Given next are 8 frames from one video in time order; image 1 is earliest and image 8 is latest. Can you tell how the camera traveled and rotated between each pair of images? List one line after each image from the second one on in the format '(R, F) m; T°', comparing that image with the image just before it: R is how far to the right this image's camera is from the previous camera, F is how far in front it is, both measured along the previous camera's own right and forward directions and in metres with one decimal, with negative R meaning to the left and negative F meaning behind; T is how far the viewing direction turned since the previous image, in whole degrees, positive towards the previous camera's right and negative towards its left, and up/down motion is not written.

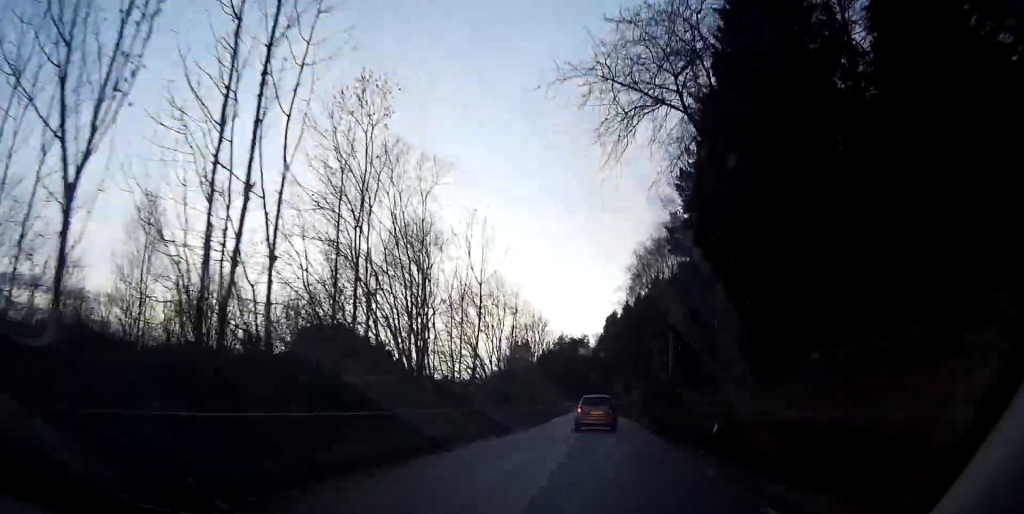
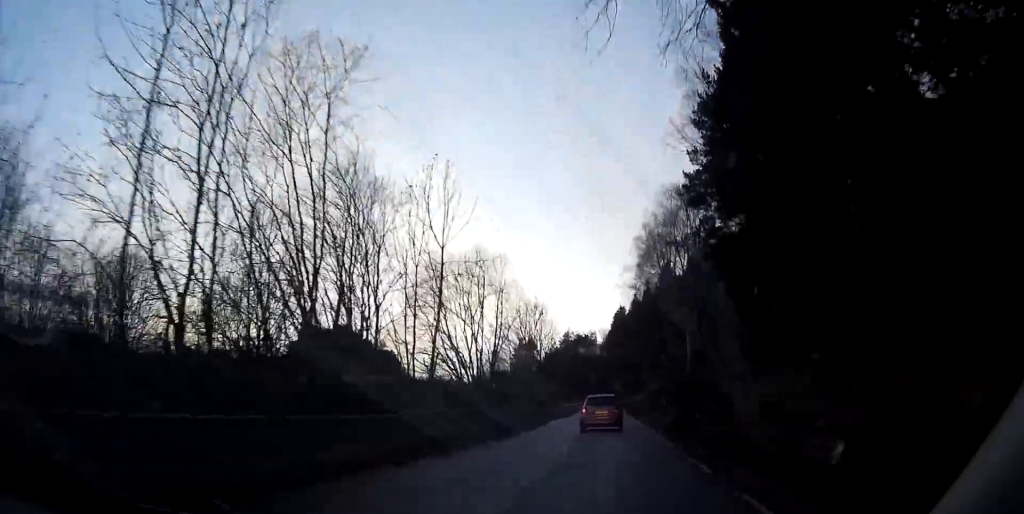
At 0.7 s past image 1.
(-0.1, +10.1) m; -1°
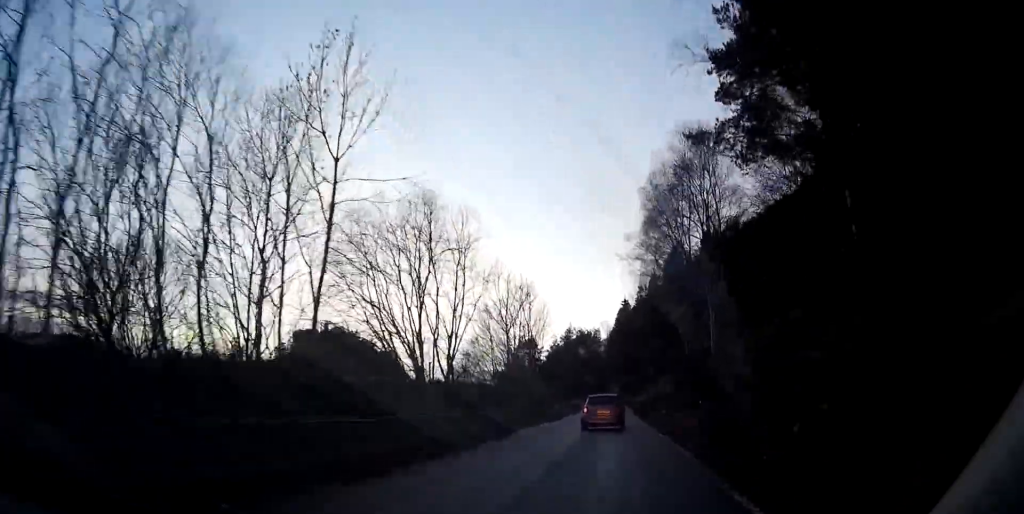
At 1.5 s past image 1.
(0.0, +12.3) m; -1°
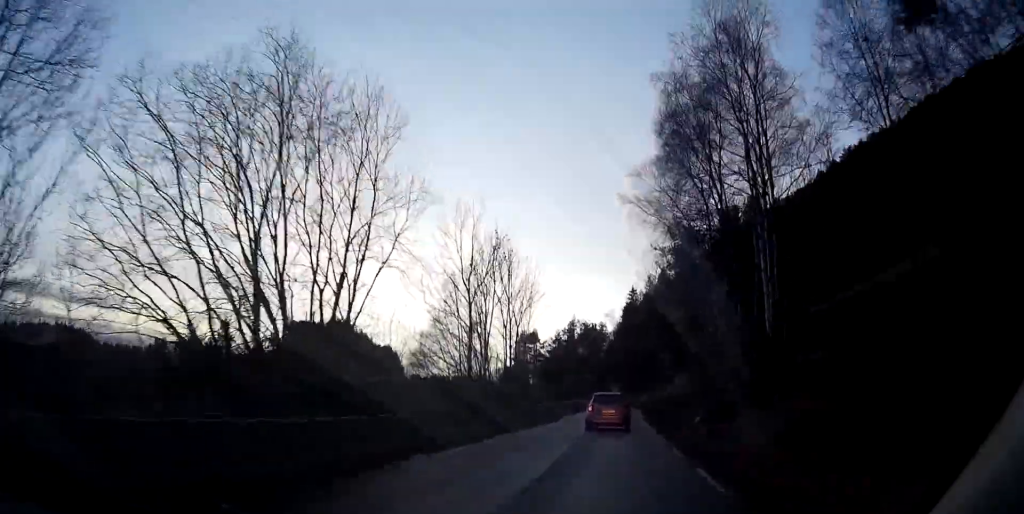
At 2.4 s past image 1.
(-0.3, +14.1) m; +1°
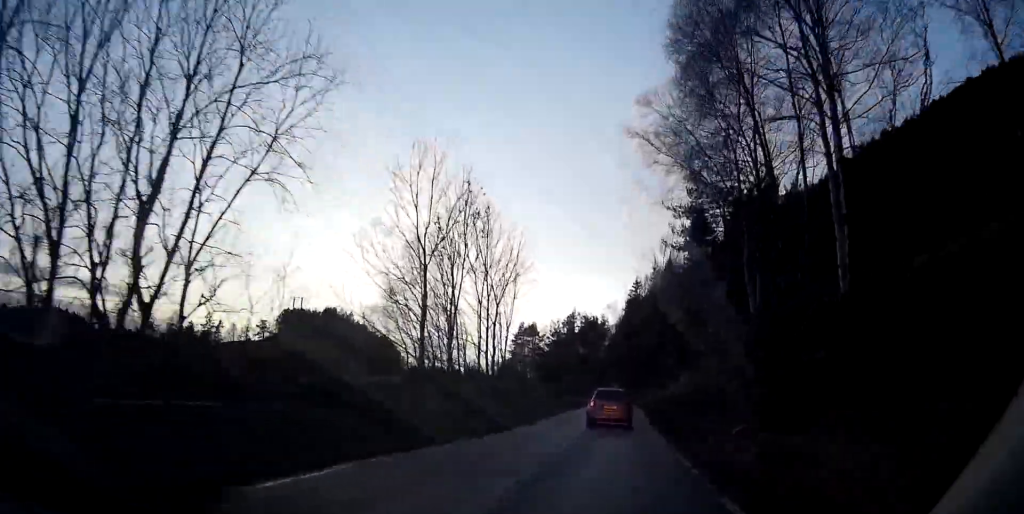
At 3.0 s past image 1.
(+0.3, +9.0) m; +1°
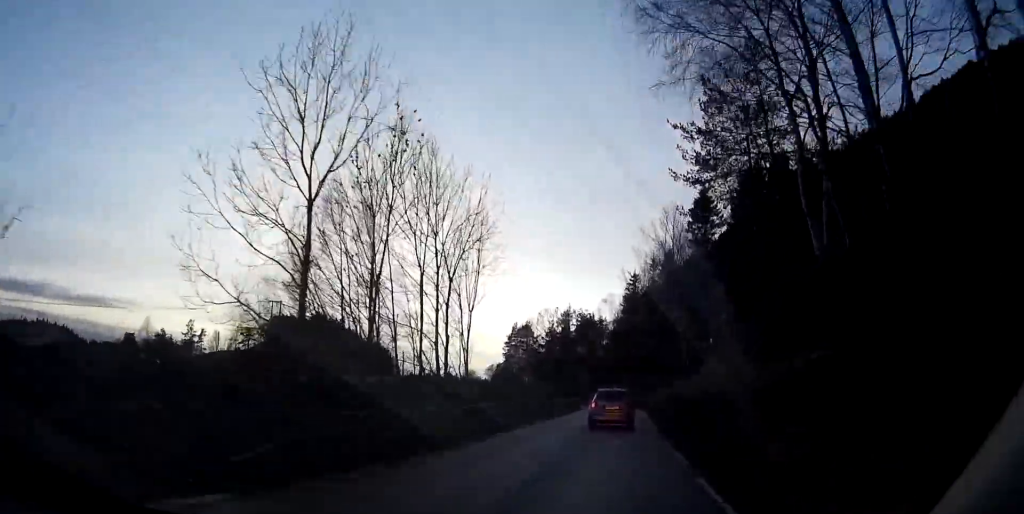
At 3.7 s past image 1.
(+0.2, +10.6) m; +1°
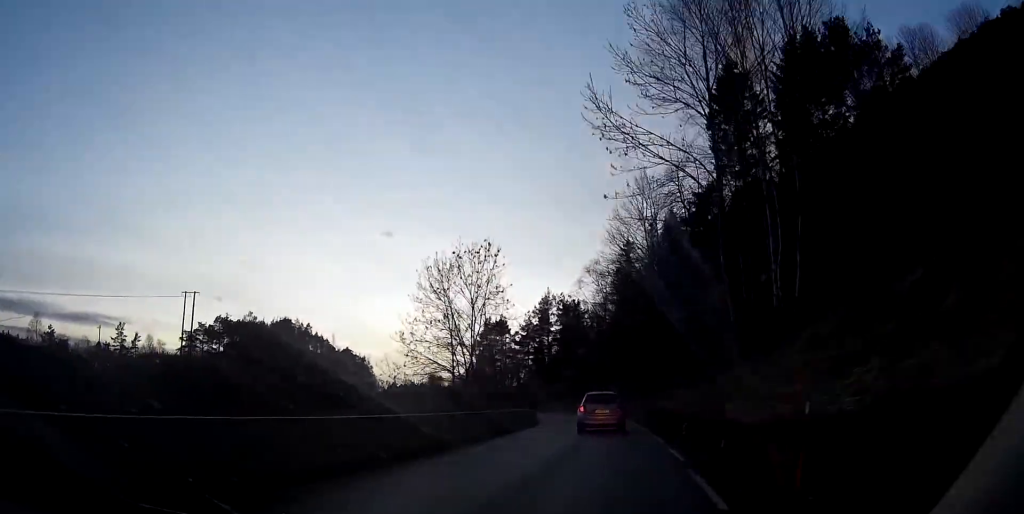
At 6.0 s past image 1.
(-0.2, +35.3) m; 0°
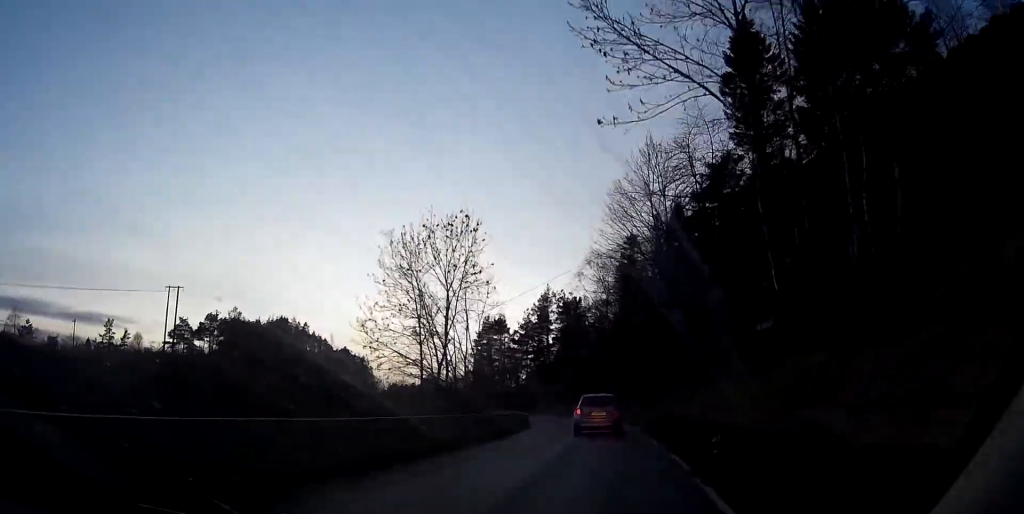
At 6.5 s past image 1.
(0.0, +7.0) m; 0°
